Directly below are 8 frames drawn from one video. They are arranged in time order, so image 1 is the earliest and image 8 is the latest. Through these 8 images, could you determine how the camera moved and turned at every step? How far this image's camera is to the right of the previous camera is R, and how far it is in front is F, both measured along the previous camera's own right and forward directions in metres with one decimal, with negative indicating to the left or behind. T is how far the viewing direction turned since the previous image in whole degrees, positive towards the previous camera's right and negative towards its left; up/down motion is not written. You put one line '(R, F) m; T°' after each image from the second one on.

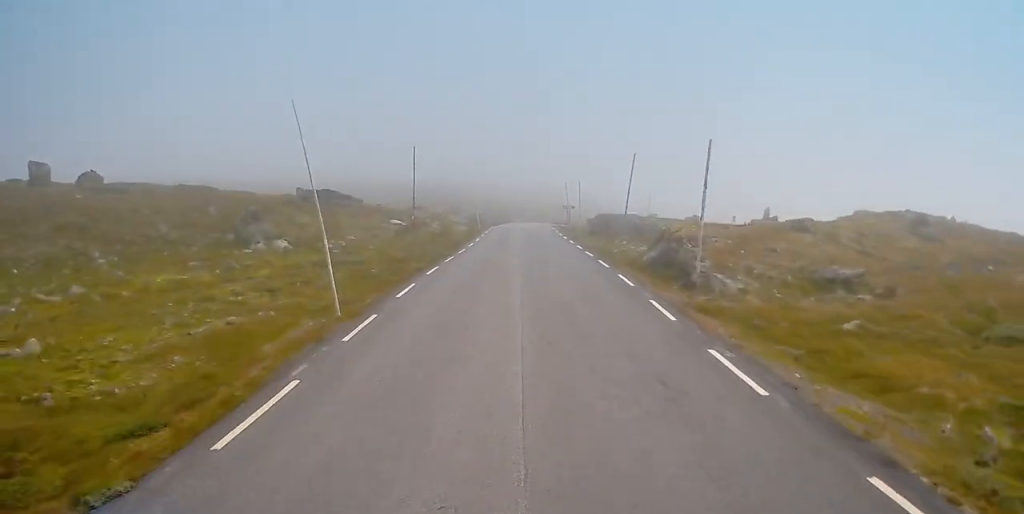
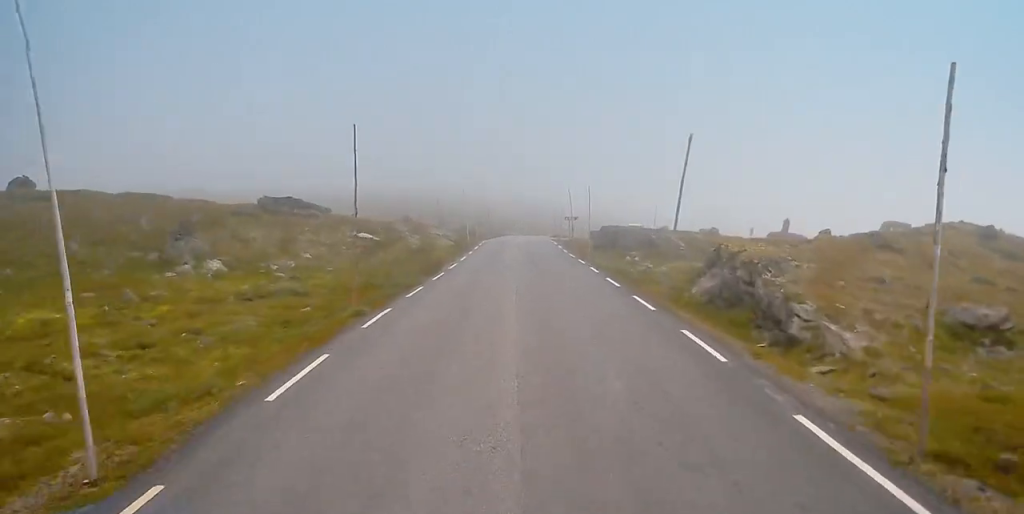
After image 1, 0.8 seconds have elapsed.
(+0.1, +9.8) m; +2°
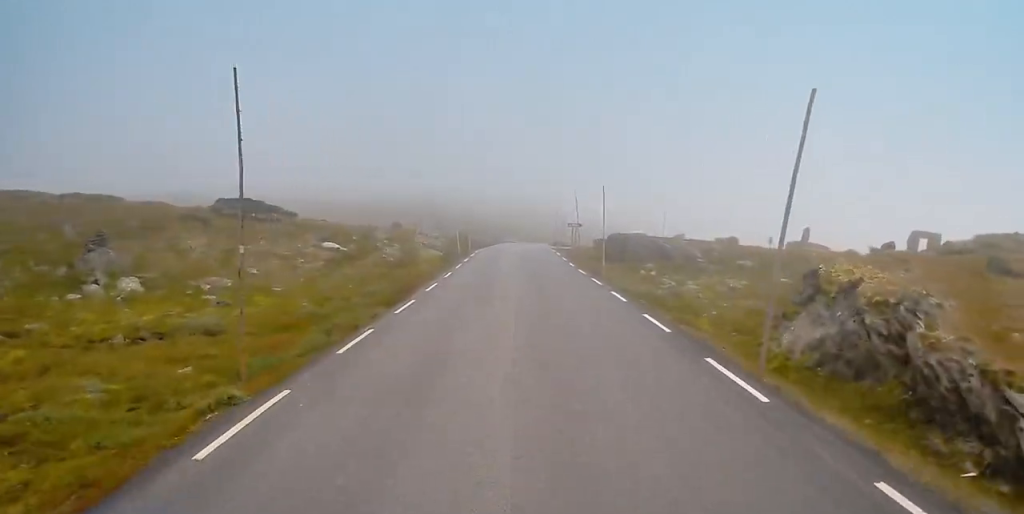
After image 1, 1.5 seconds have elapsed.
(+0.1, +7.9) m; 0°
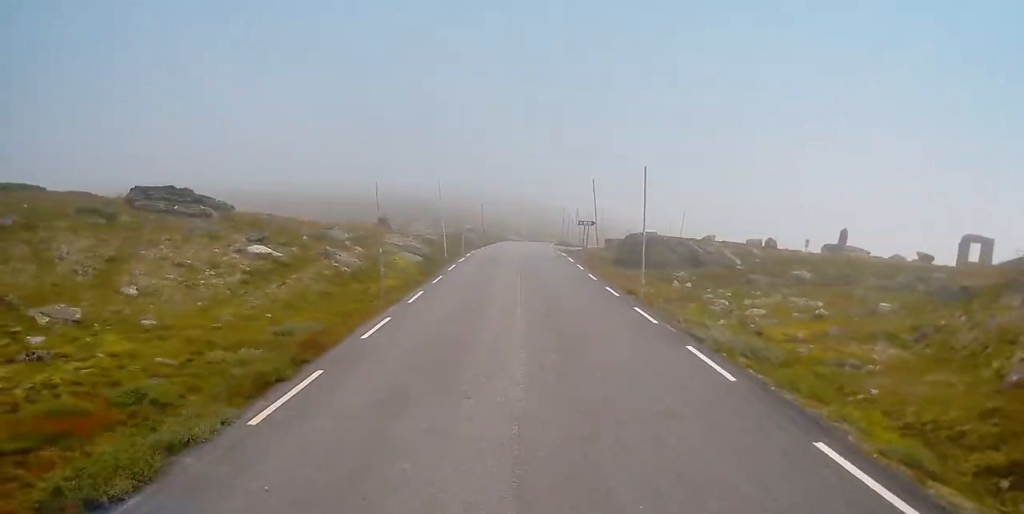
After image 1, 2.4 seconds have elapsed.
(0.0, +10.3) m; 0°
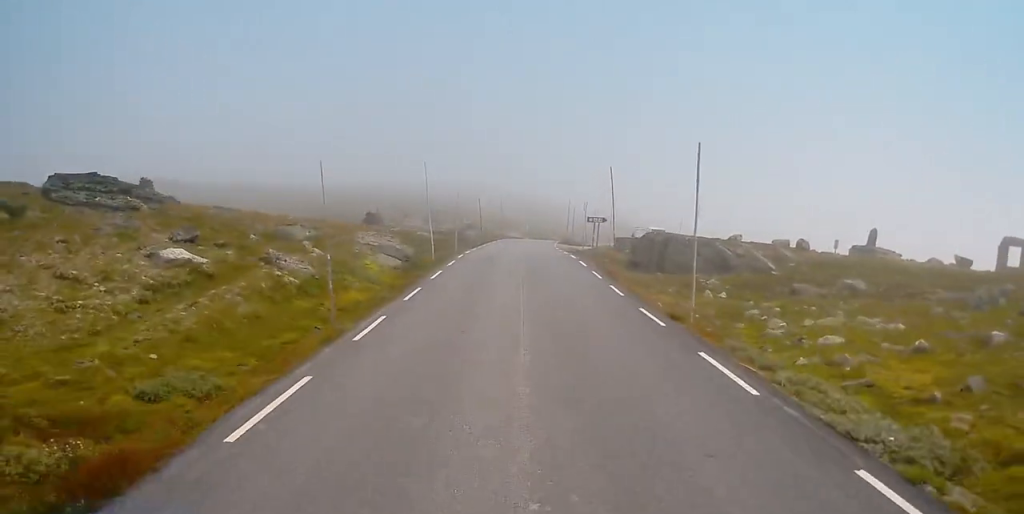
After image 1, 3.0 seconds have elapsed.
(-0.1, +6.7) m; 0°
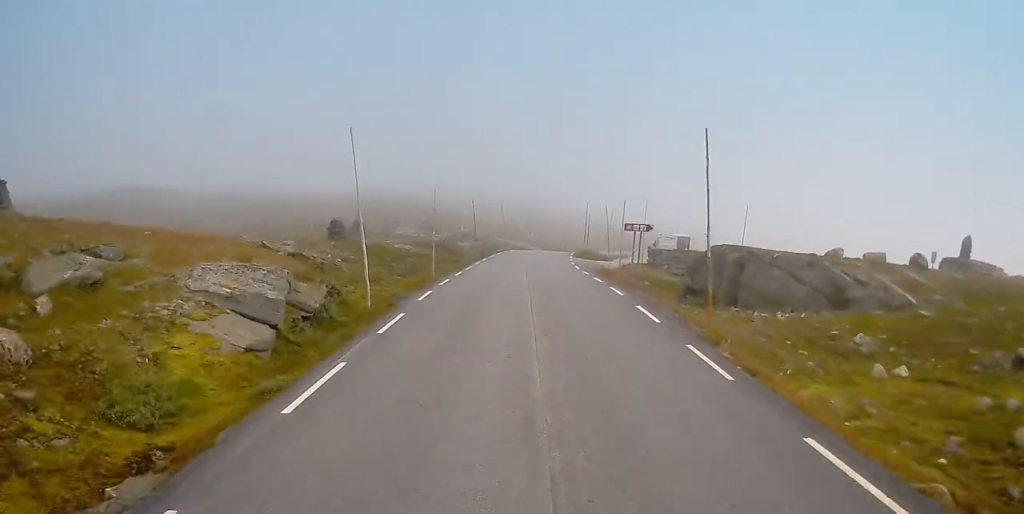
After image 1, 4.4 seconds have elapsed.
(+0.2, +15.9) m; +2°
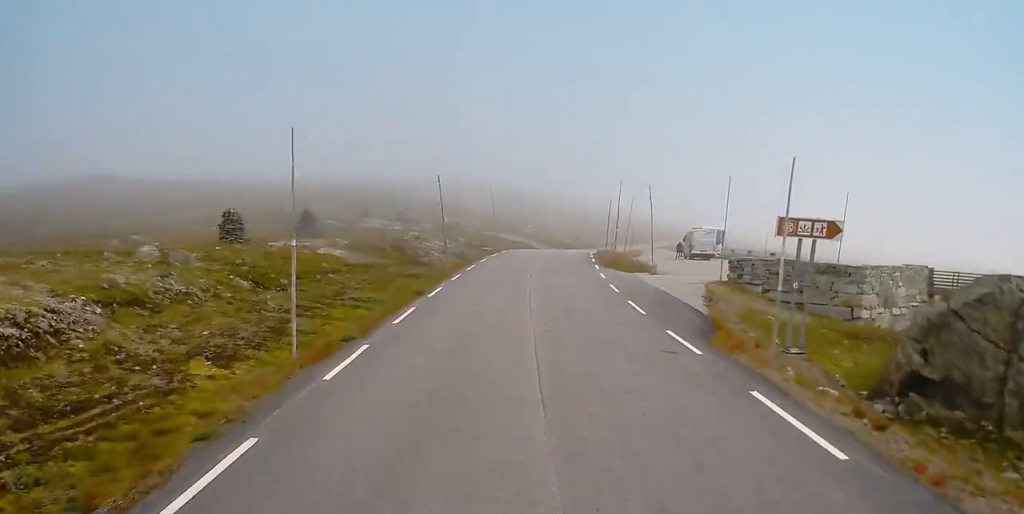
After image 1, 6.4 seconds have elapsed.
(+0.1, +21.1) m; -1°
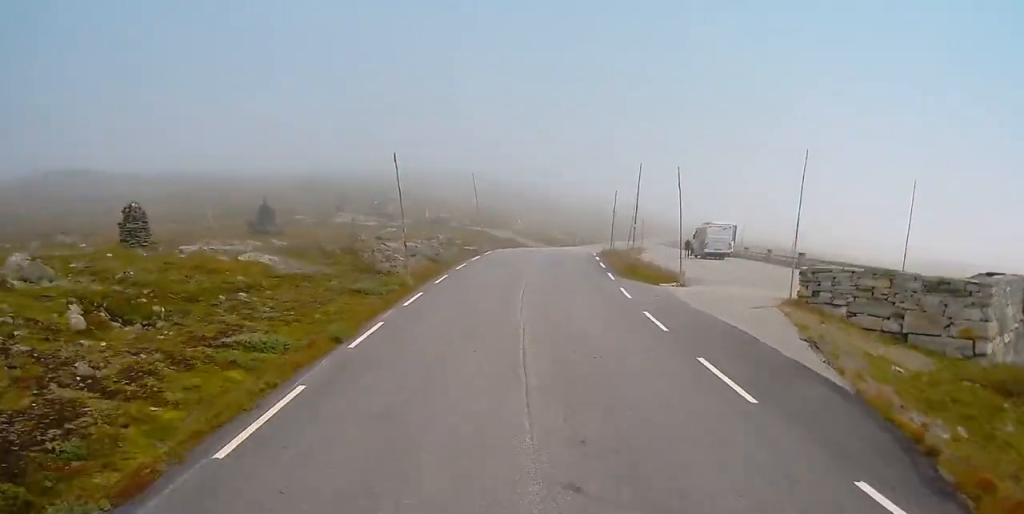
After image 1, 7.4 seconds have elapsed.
(-0.2, +9.4) m; 0°
